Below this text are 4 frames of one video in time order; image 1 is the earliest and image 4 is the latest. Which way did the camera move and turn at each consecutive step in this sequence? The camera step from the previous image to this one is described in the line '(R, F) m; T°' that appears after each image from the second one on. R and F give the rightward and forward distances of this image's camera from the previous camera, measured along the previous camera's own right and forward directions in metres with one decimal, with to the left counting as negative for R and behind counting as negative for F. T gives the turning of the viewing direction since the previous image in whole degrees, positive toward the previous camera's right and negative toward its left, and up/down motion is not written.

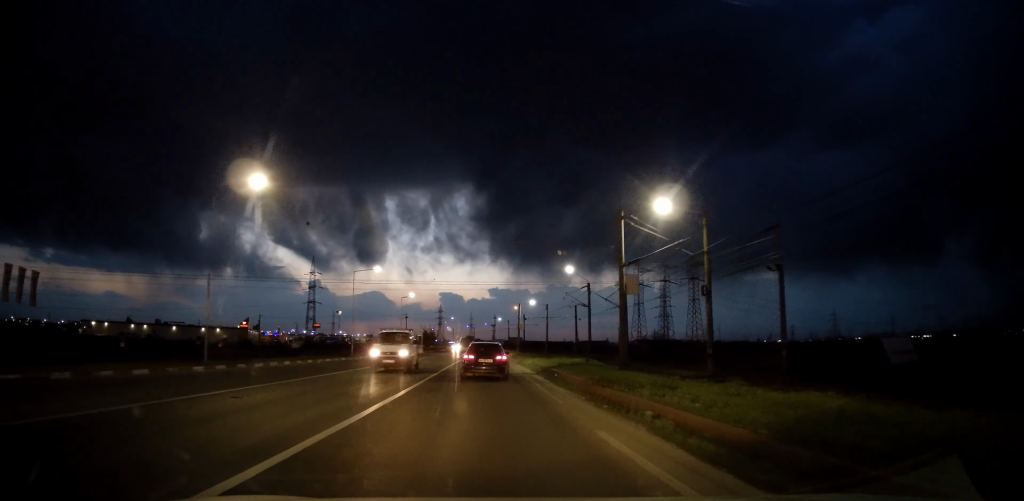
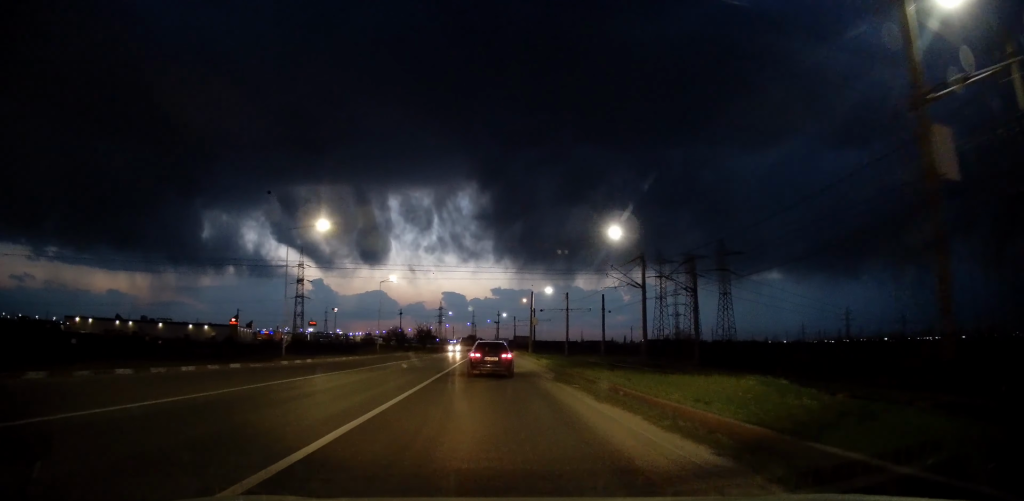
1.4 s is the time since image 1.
(-0.4, +19.6) m; -1°
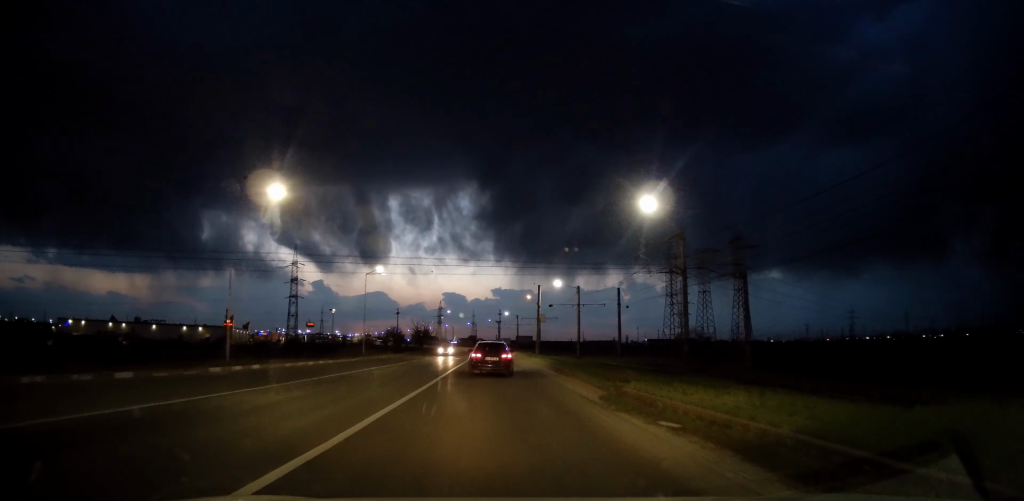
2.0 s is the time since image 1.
(0.0, +8.3) m; 0°
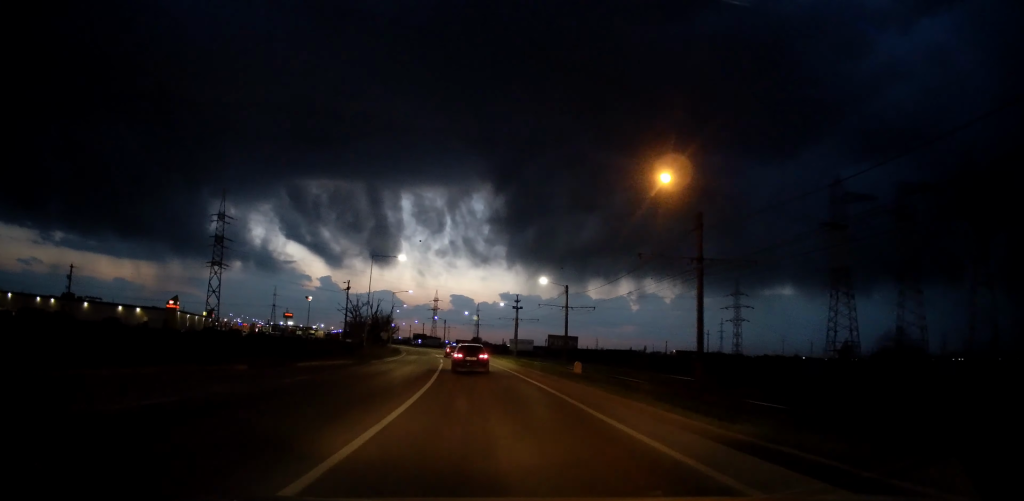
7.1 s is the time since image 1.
(+0.8, +72.5) m; -1°
